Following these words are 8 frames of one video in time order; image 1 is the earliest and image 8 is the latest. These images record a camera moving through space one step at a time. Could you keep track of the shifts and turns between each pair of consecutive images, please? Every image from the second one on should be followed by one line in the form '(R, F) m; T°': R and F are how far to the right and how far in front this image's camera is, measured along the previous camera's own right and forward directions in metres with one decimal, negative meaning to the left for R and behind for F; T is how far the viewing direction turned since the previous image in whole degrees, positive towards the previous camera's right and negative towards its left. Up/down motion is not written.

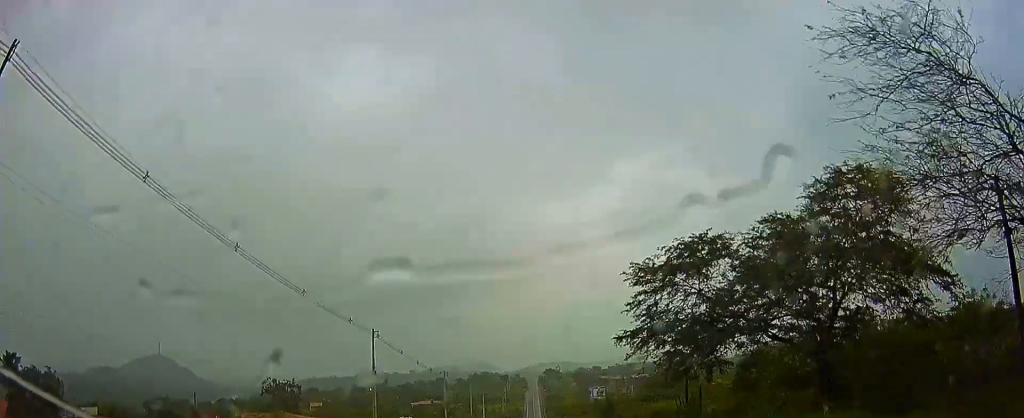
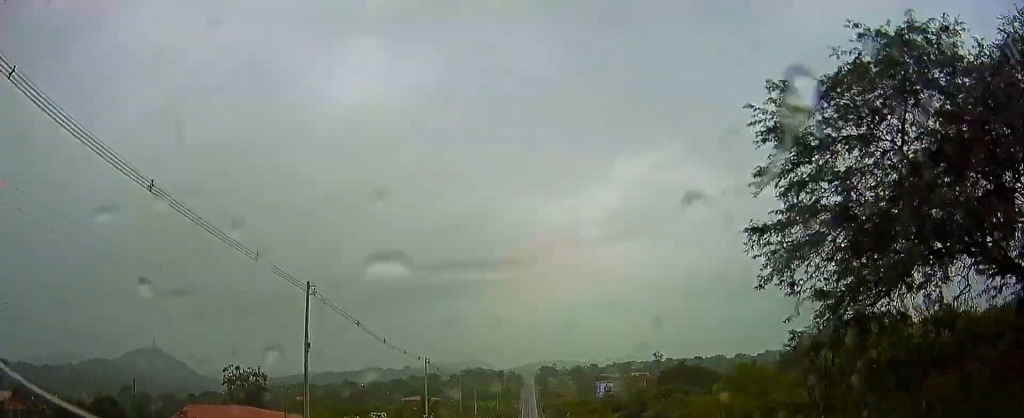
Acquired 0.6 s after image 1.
(0.0, +13.8) m; 0°
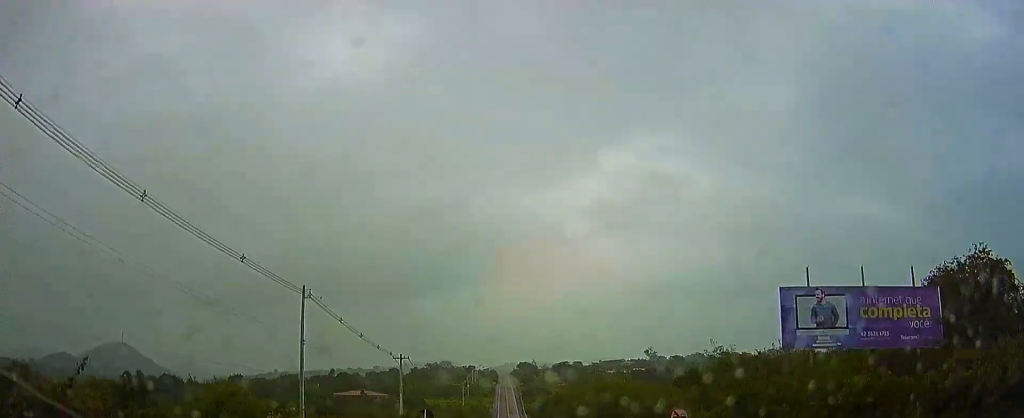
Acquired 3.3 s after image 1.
(+1.2, +73.1) m; +1°
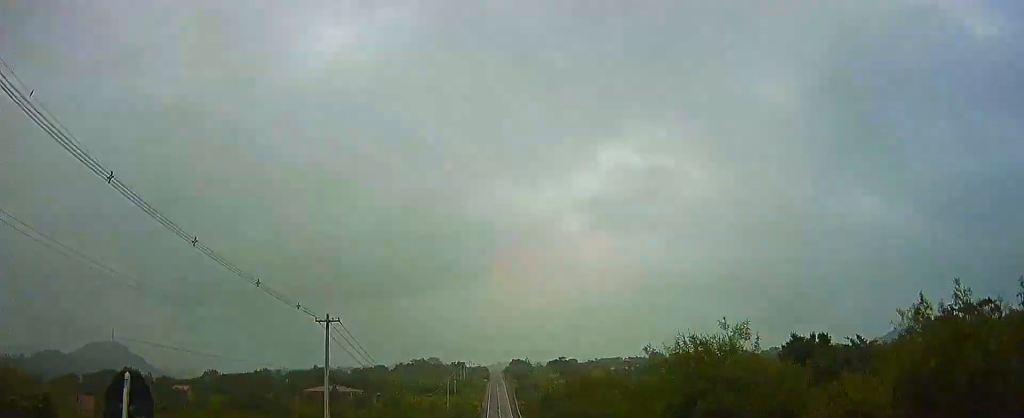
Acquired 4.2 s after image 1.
(0.0, +25.2) m; 0°
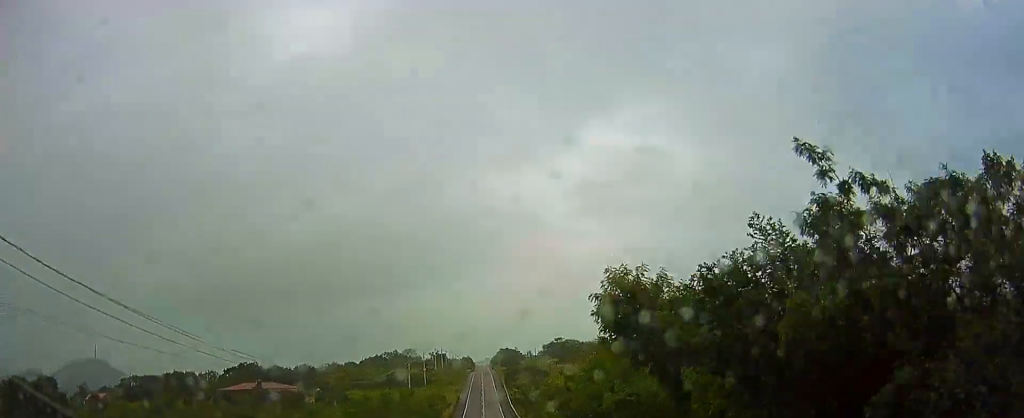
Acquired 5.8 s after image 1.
(+0.5, +49.5) m; +1°
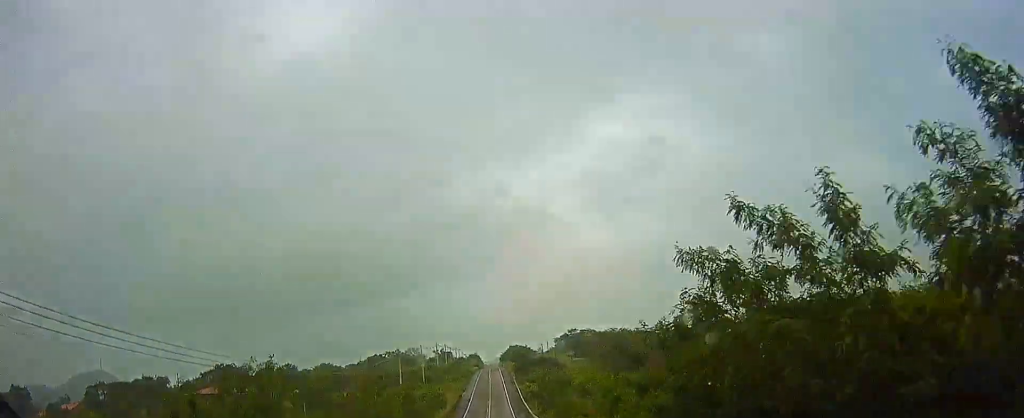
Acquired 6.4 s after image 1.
(0.0, +19.8) m; 0°
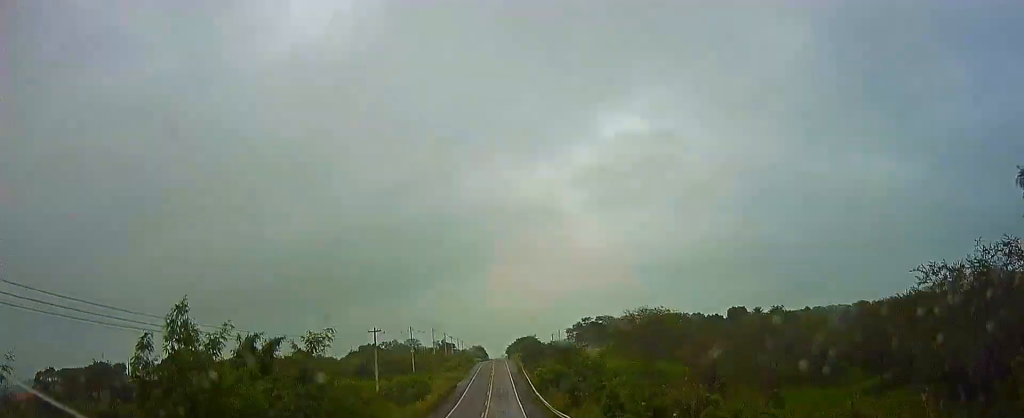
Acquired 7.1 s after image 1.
(+0.2, +22.7) m; 0°
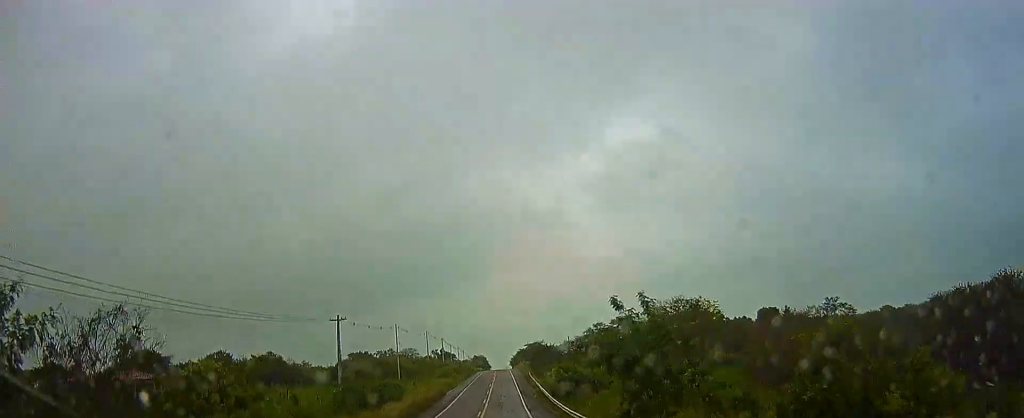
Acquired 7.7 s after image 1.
(0.0, +18.6) m; 0°
